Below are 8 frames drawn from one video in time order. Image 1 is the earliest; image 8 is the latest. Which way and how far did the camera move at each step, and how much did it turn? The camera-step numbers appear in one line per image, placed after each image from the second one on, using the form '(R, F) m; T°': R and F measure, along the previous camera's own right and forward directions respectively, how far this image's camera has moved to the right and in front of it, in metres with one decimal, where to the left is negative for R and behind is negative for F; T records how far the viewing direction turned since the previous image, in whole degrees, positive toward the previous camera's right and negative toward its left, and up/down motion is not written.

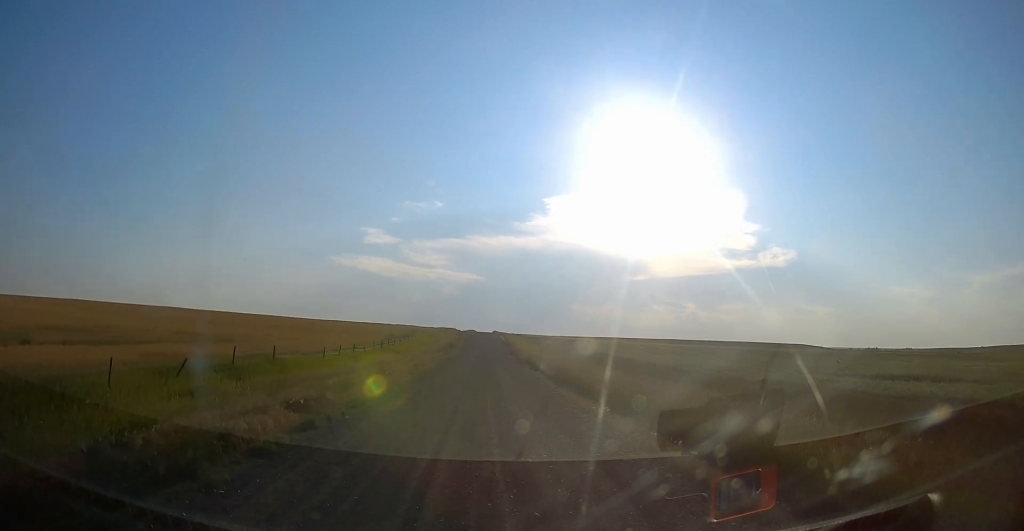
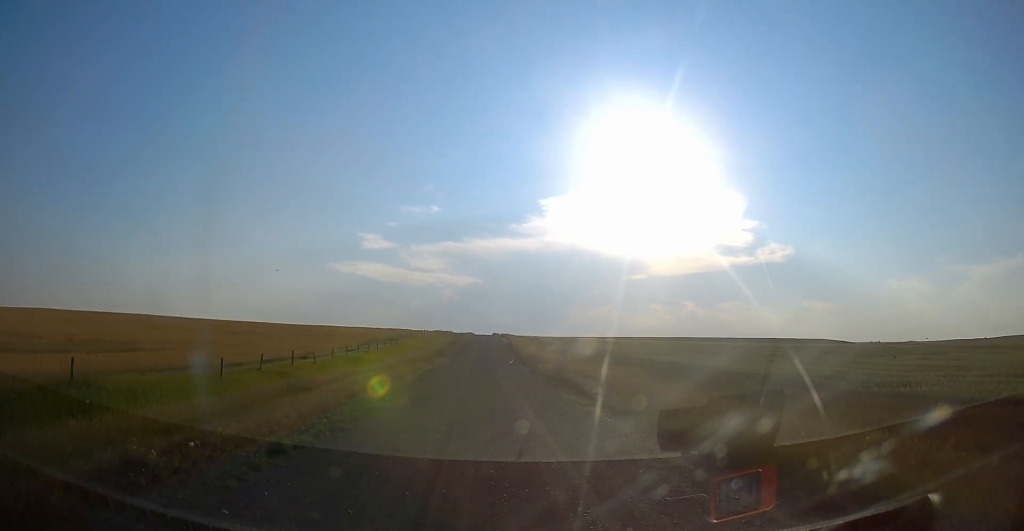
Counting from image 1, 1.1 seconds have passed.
(0.0, +17.1) m; 0°
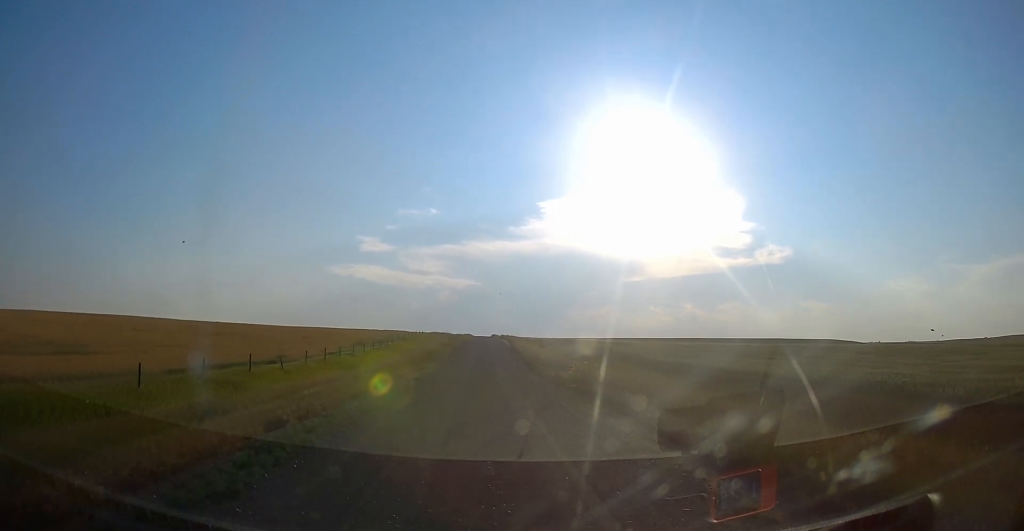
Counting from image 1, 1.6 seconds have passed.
(0.0, +6.6) m; 0°
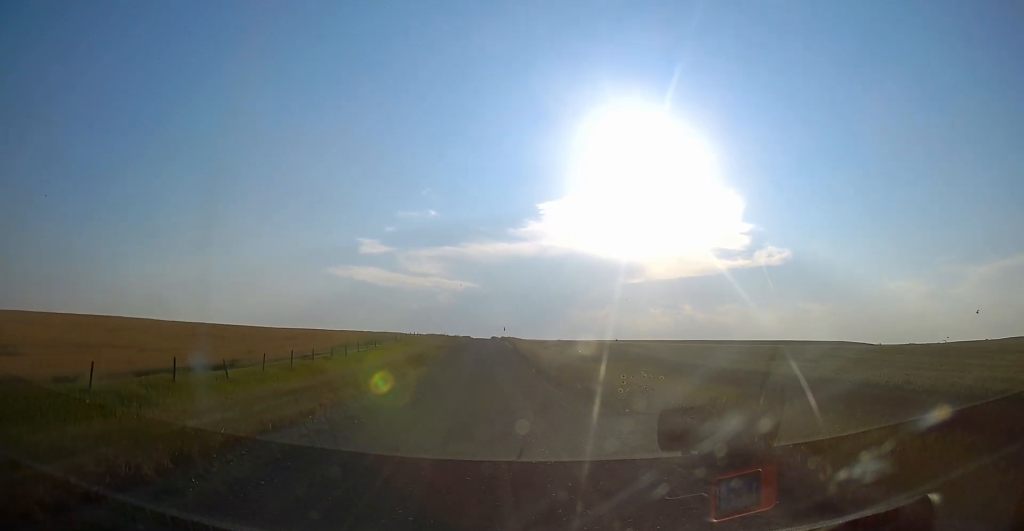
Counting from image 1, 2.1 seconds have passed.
(-0.1, +7.7) m; +1°
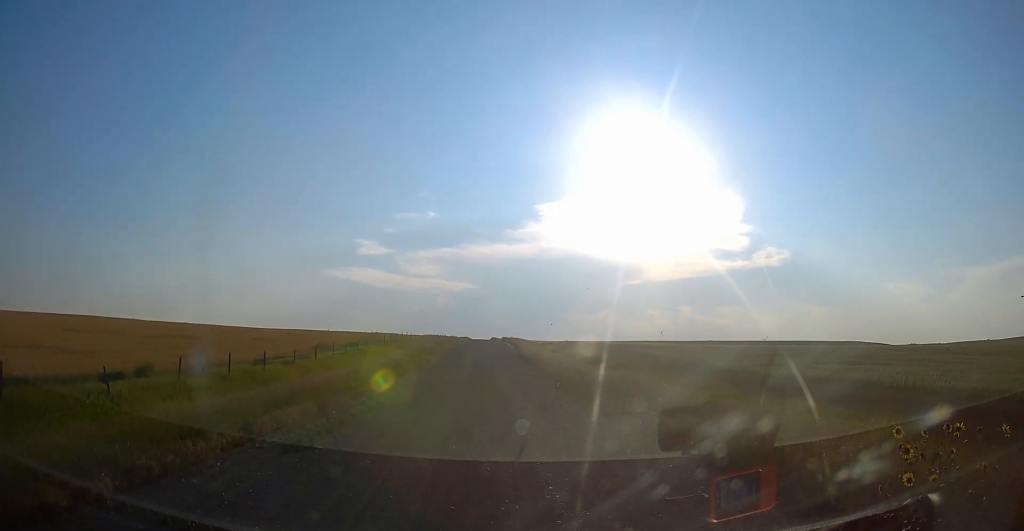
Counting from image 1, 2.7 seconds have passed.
(+0.1, +9.2) m; 0°
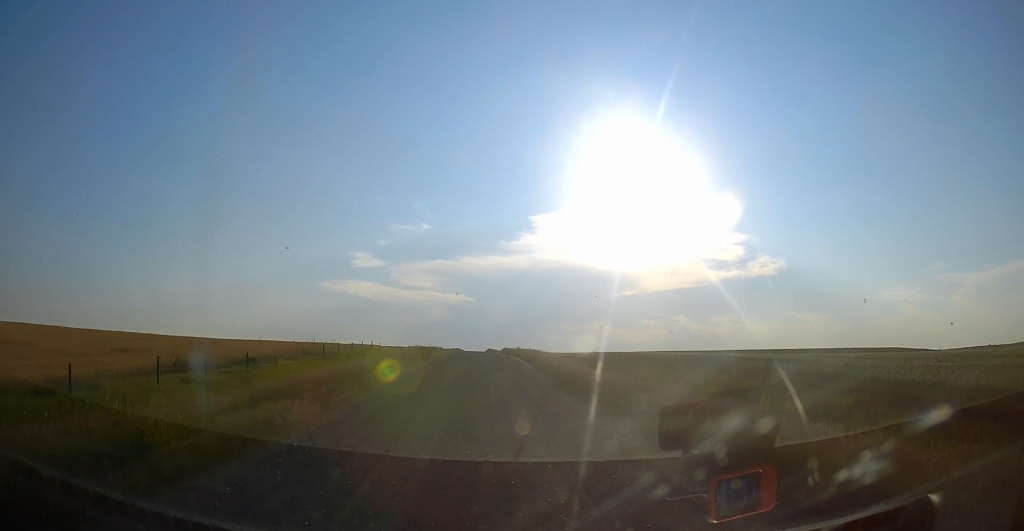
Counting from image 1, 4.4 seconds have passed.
(-0.2, +26.2) m; -2°
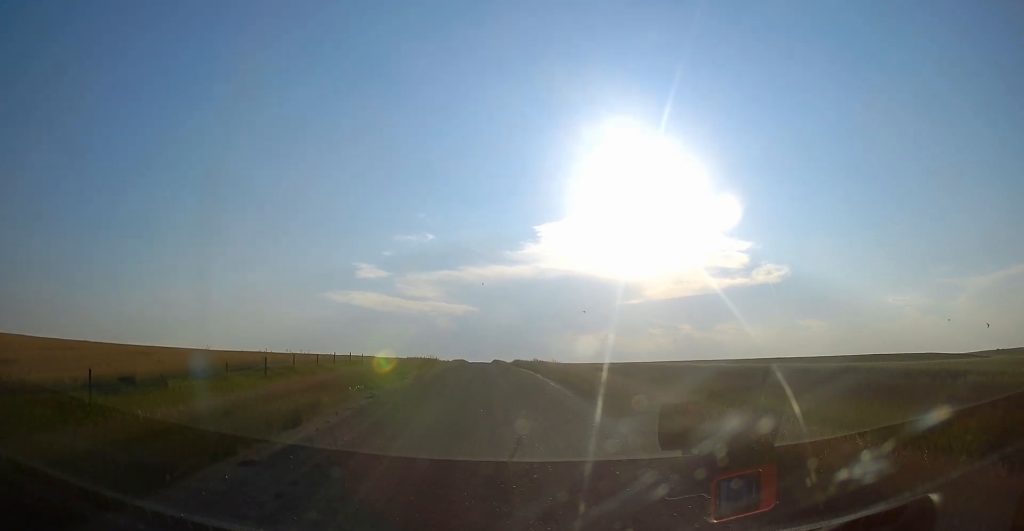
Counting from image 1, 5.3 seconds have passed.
(0.0, +13.8) m; 0°
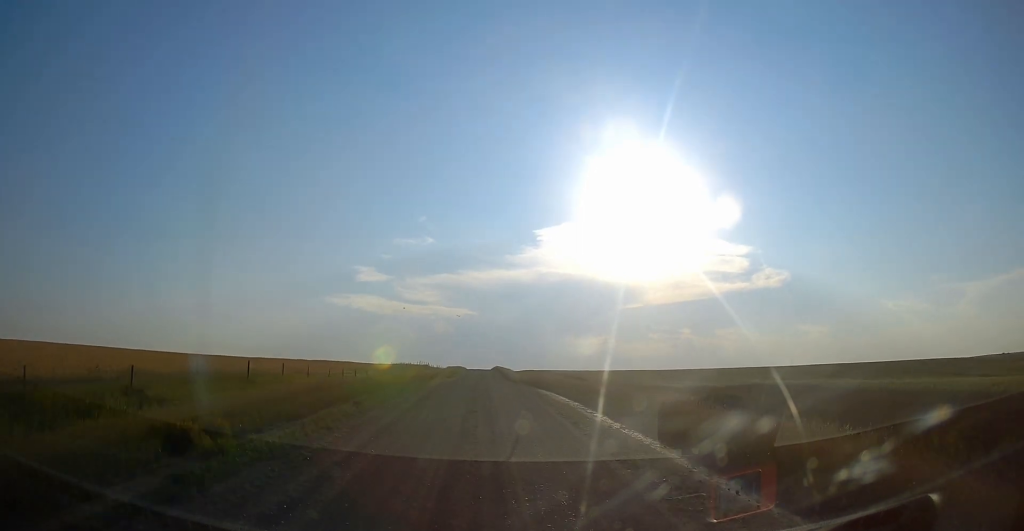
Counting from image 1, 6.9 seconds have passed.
(0.0, +24.4) m; 0°
